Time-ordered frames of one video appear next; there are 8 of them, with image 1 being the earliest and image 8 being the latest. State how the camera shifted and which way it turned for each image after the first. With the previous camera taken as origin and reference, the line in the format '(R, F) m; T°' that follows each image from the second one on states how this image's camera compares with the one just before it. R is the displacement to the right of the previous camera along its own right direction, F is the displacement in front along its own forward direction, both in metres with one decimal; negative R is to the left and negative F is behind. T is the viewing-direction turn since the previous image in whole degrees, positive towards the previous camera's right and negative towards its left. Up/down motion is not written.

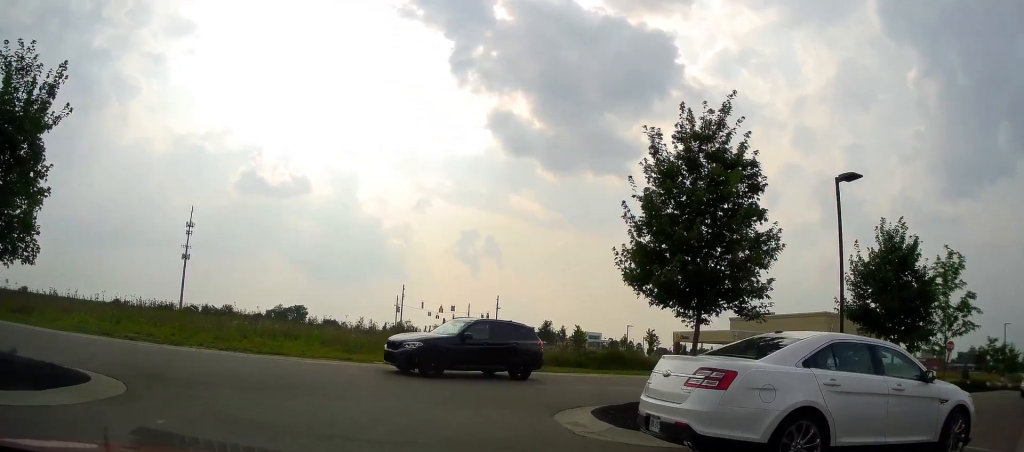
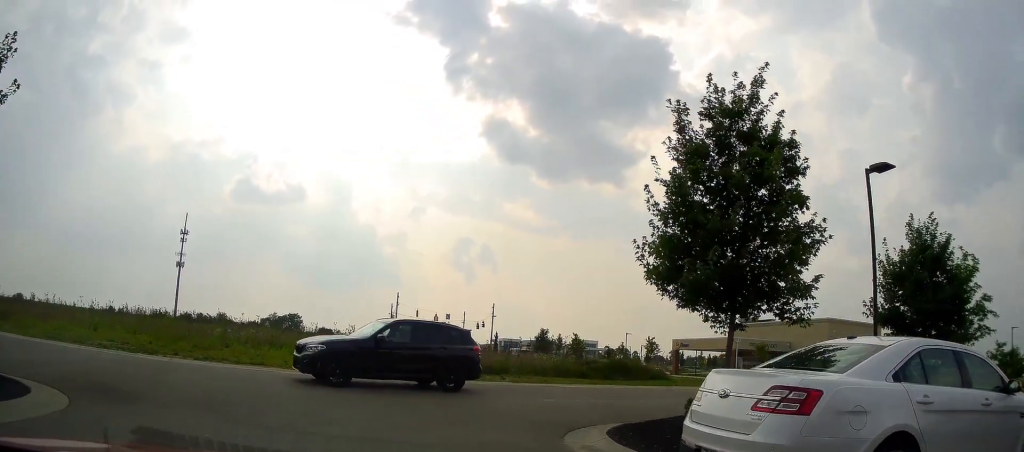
(0.0, +2.0) m; -3°
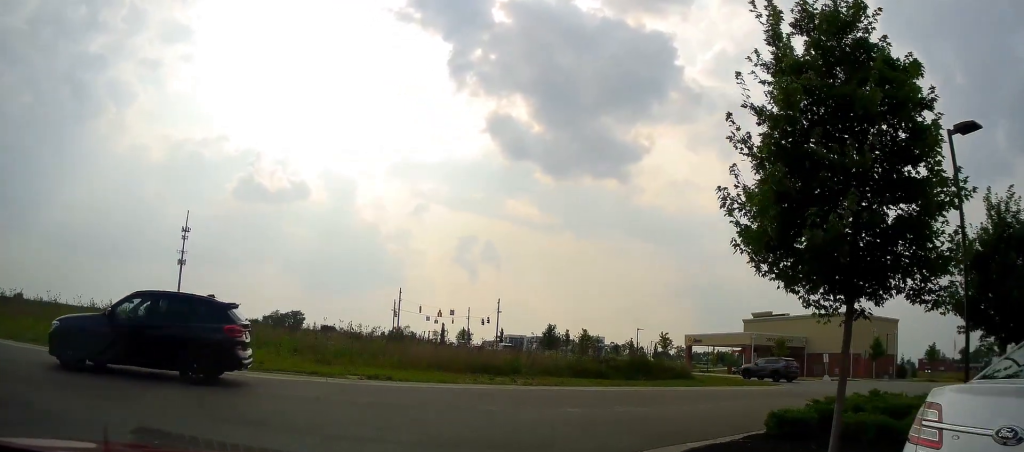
(-0.2, +2.8) m; -4°
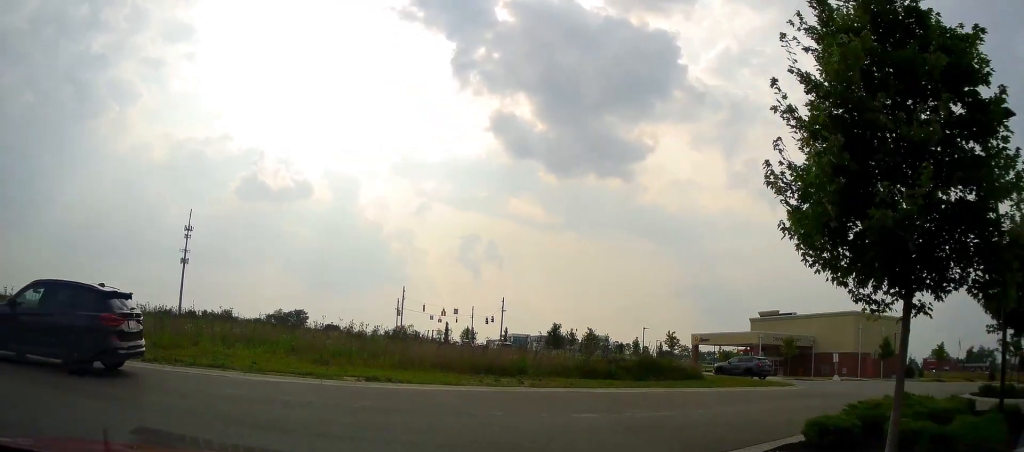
(0.0, +0.7) m; 0°
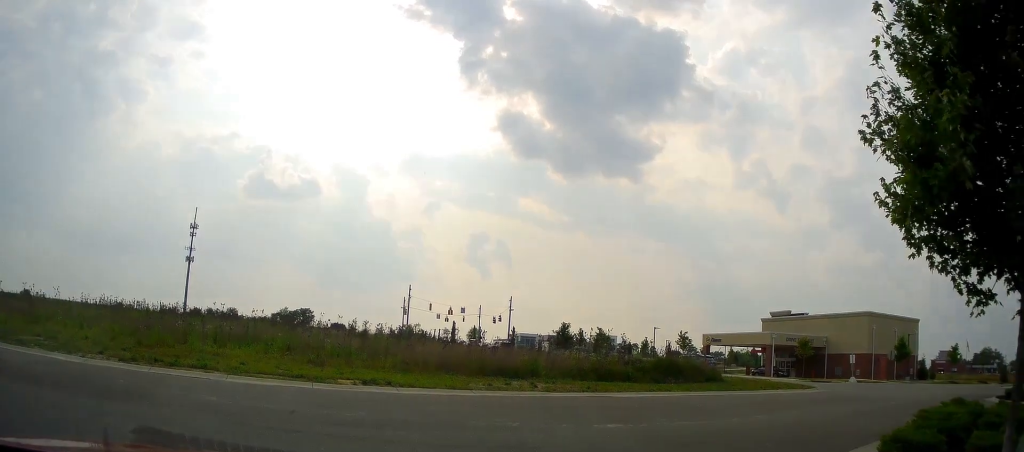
(0.0, +0.7) m; 0°
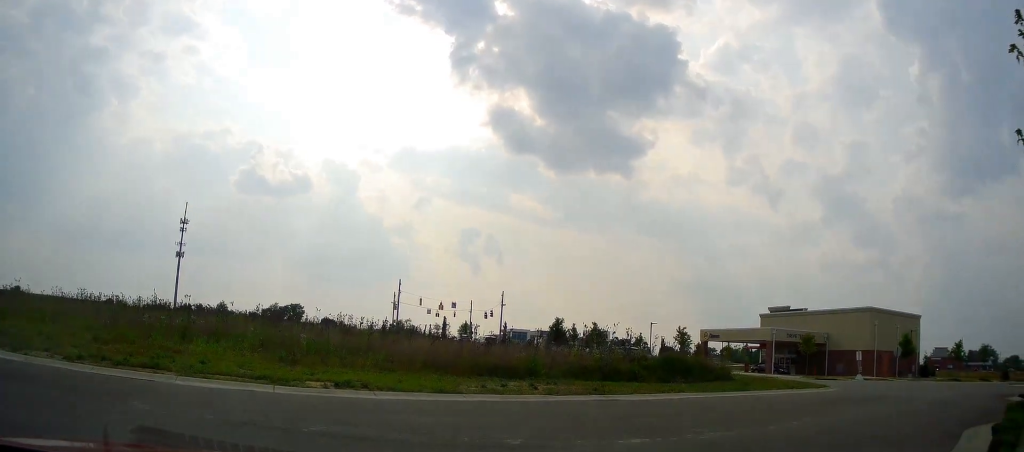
(0.0, +1.0) m; +1°
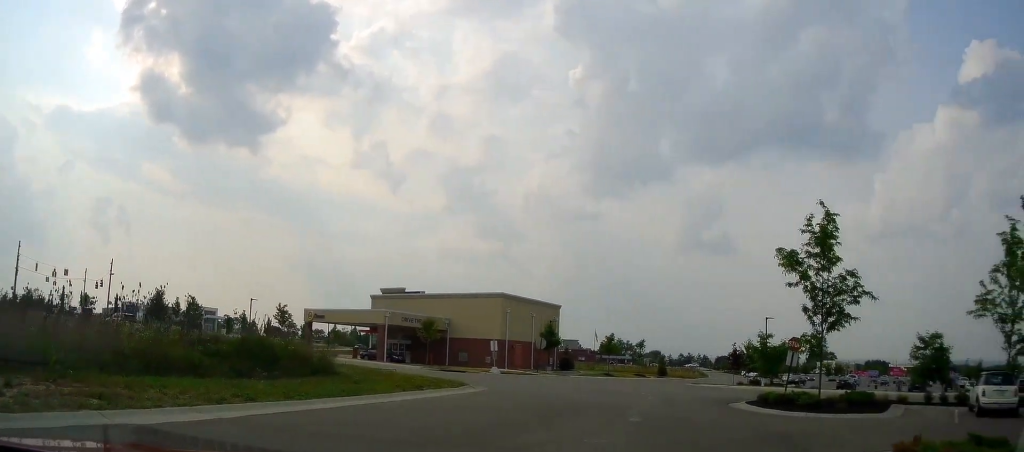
(+2.2, +5.2) m; +45°
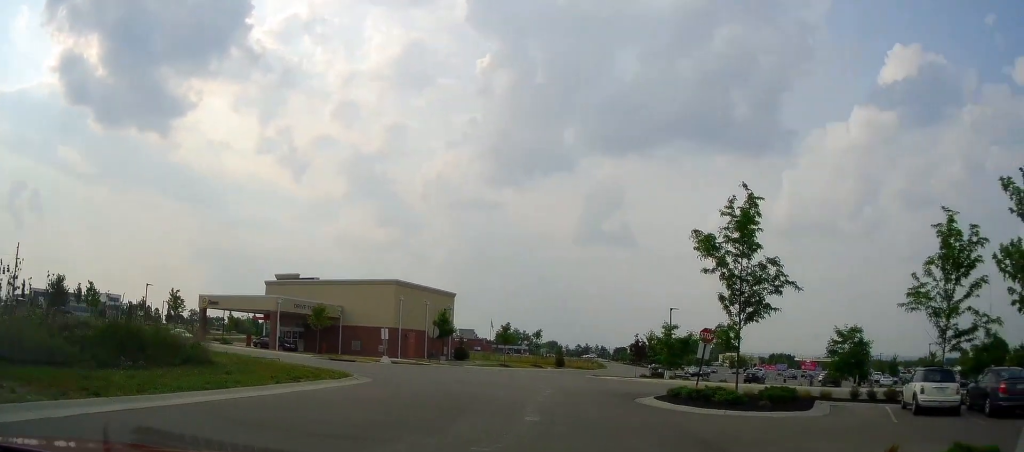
(+0.1, +1.6) m; +7°
